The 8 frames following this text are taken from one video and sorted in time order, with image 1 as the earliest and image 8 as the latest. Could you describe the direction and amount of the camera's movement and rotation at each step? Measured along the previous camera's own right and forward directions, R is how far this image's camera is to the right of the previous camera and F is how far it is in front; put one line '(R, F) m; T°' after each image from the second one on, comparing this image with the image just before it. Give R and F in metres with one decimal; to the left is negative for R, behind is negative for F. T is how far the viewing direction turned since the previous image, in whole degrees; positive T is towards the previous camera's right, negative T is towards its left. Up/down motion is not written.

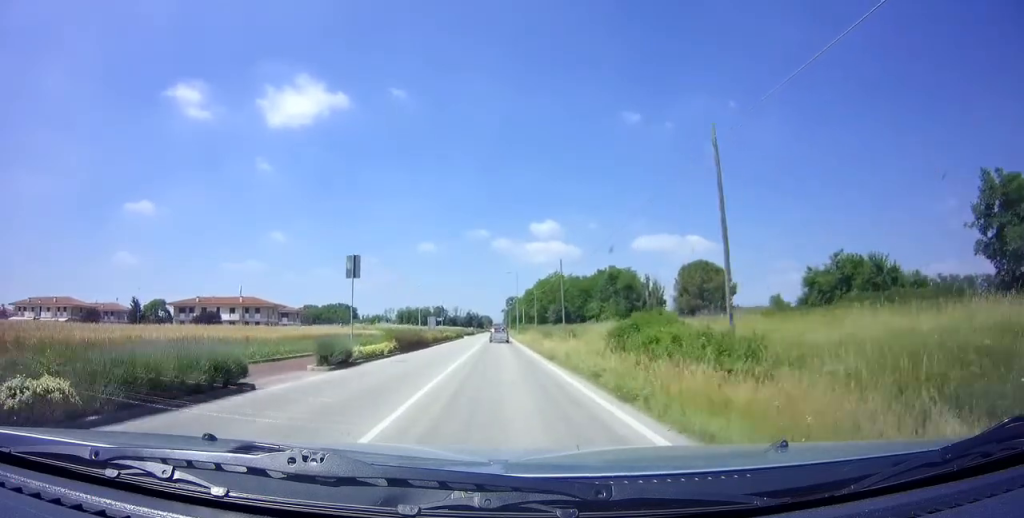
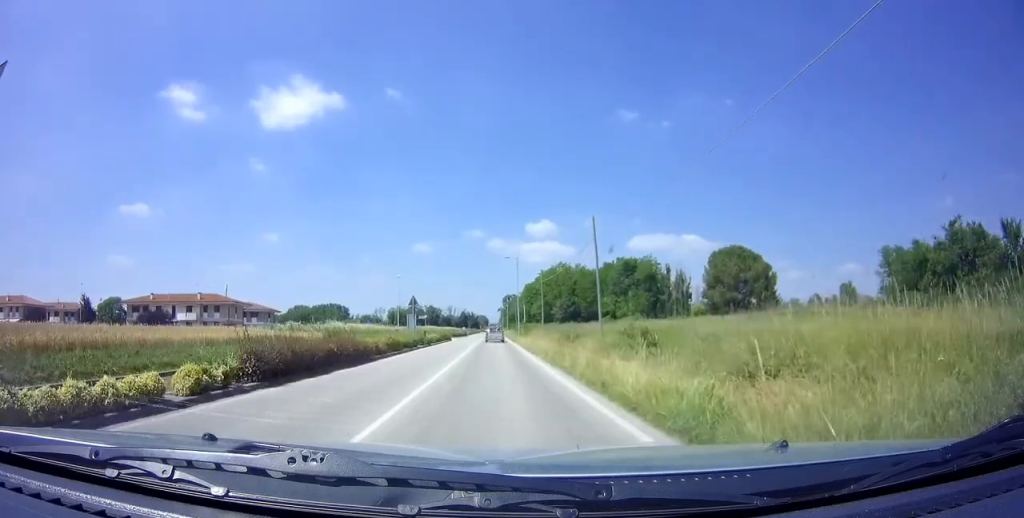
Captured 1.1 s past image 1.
(-0.1, +17.4) m; 0°
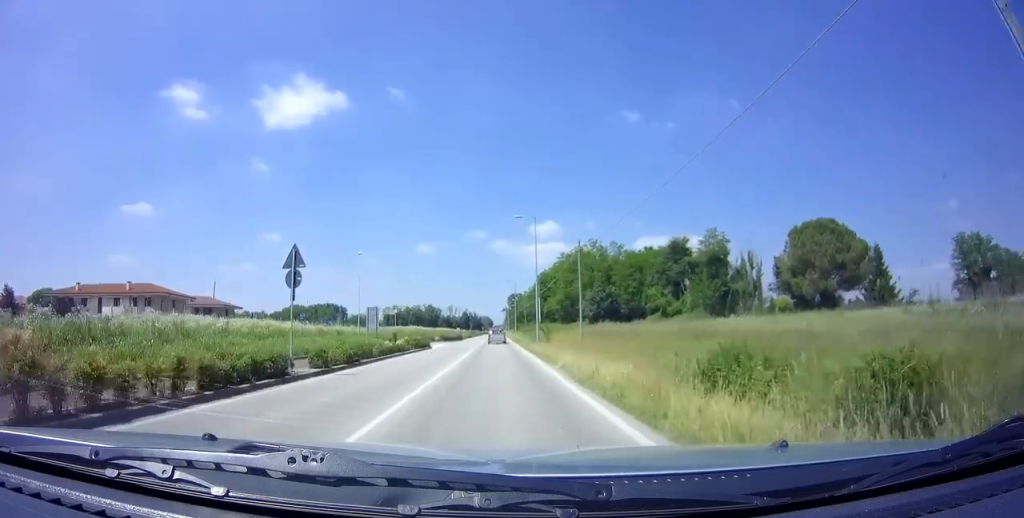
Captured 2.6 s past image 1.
(0.0, +25.3) m; 0°
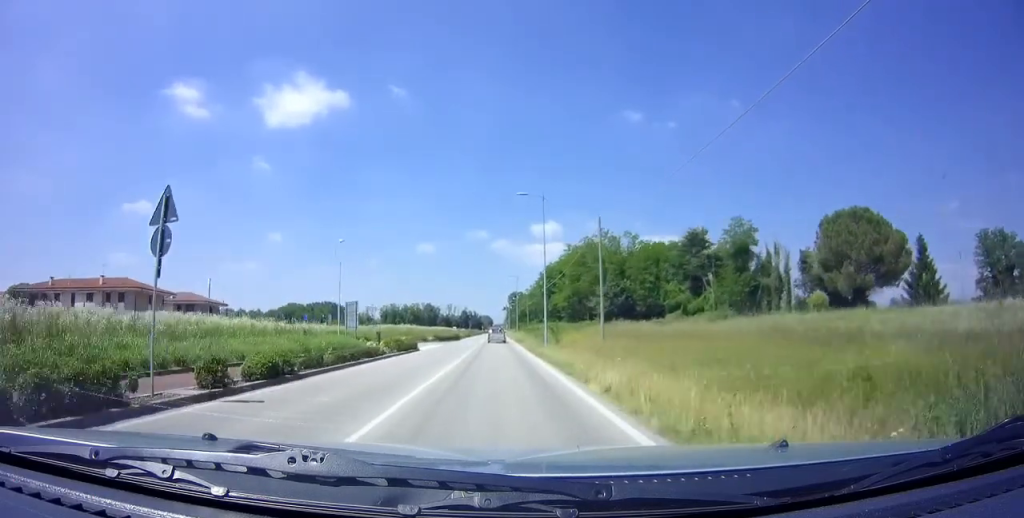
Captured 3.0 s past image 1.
(0.0, +6.9) m; 0°
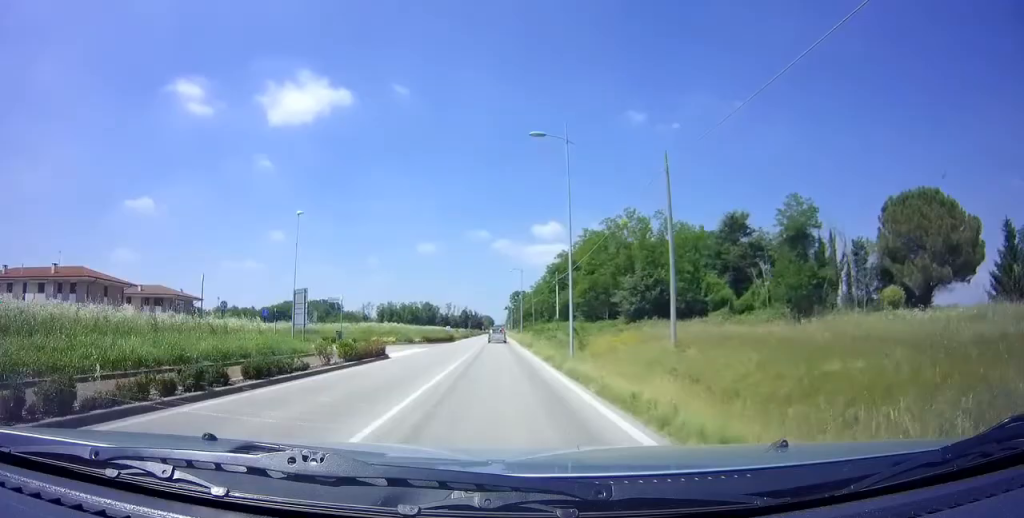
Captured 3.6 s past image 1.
(0.0, +11.0) m; 0°
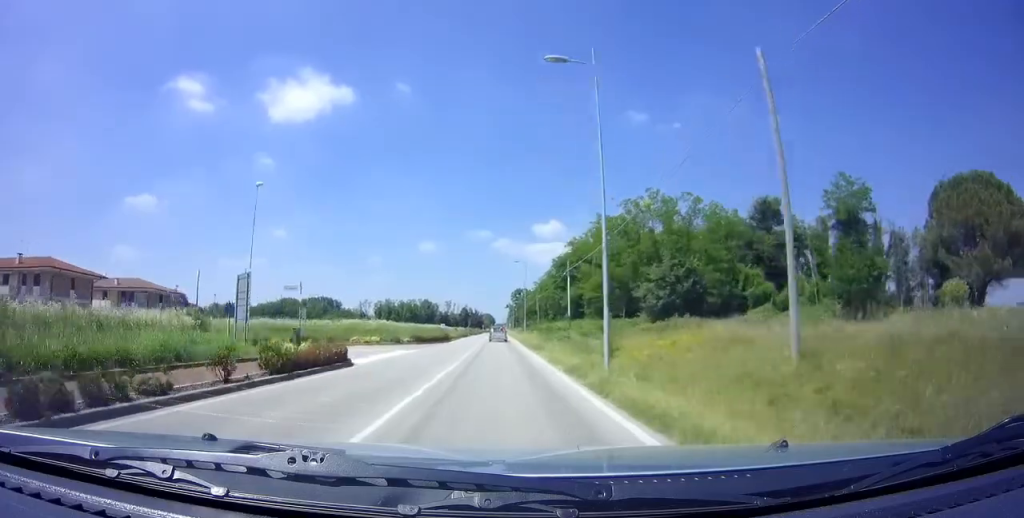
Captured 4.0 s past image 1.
(0.0, +7.0) m; 0°
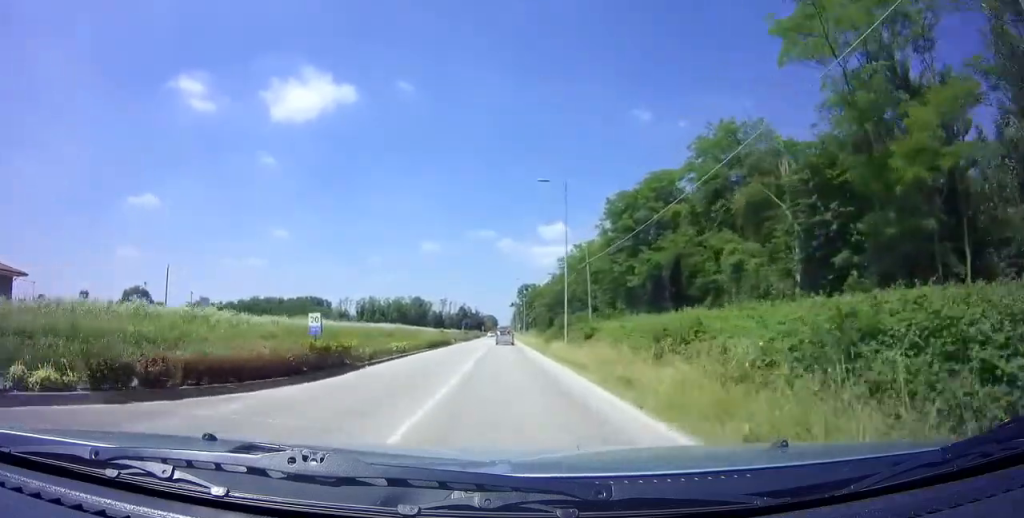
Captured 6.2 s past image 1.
(+0.1, +38.6) m; +1°
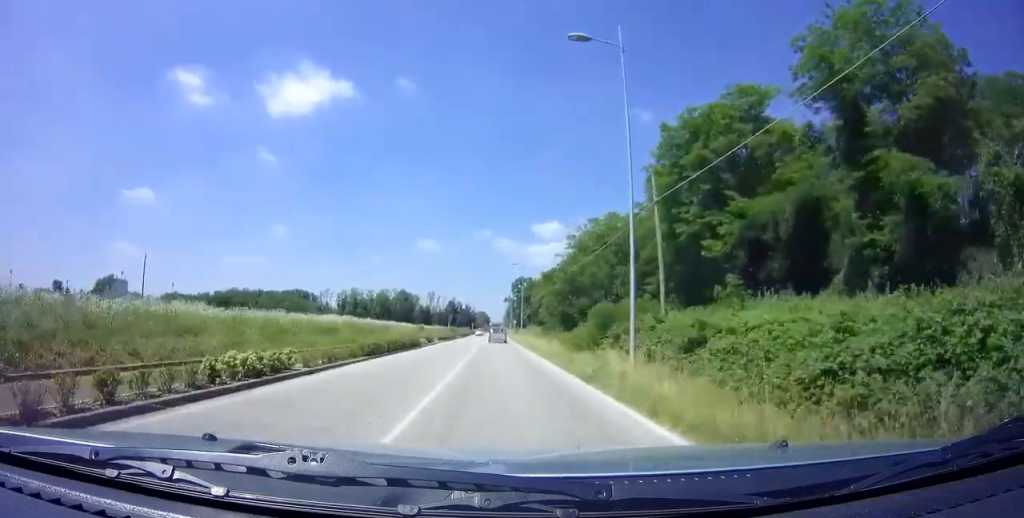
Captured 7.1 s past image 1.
(0.0, +15.9) m; 0°
